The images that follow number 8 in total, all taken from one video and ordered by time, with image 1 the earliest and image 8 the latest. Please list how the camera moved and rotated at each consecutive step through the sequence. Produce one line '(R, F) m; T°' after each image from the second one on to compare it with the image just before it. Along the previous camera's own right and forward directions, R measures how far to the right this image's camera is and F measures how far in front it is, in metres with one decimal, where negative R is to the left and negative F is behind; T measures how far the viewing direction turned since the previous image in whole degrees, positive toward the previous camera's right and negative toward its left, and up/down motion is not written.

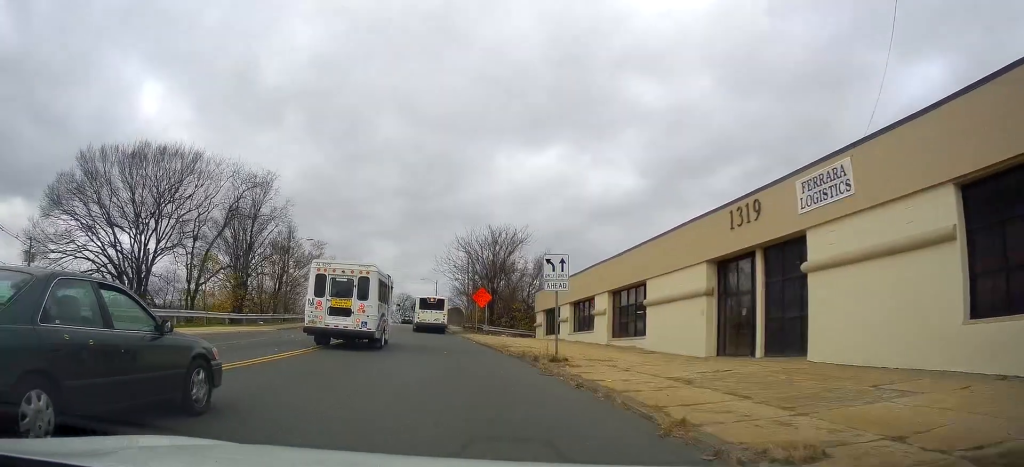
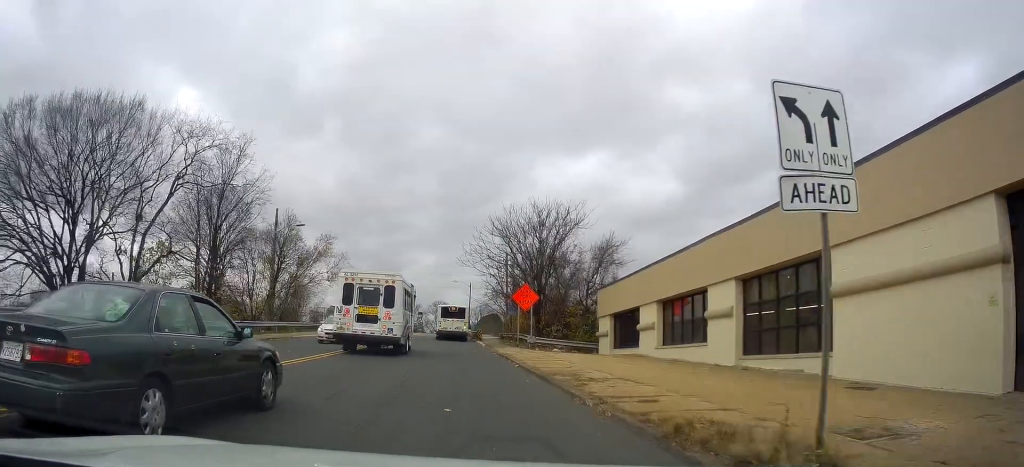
(-0.4, +12.5) m; -5°
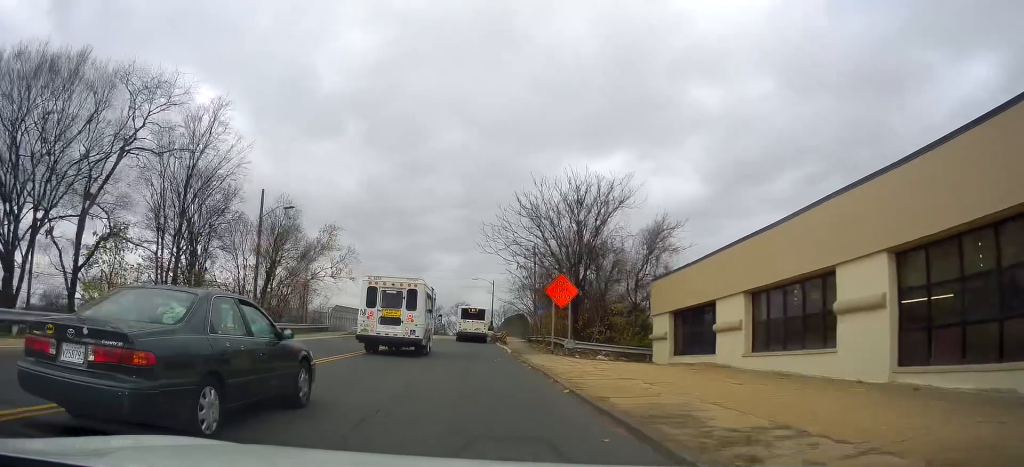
(-0.3, +7.7) m; -3°
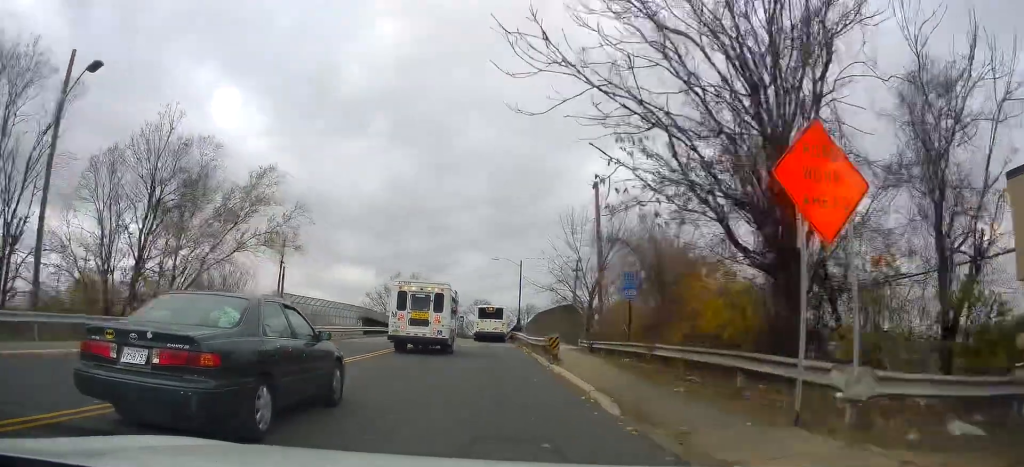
(-0.9, +21.6) m; -3°
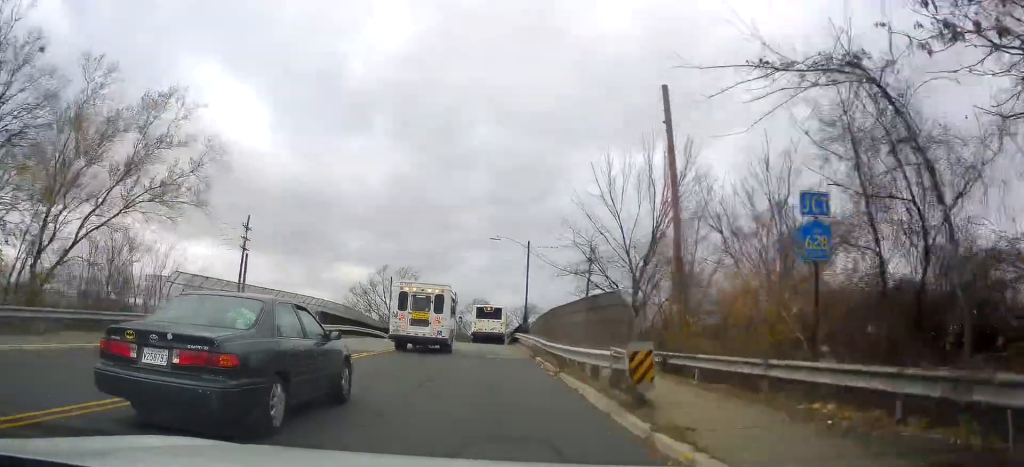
(0.0, +12.3) m; +1°
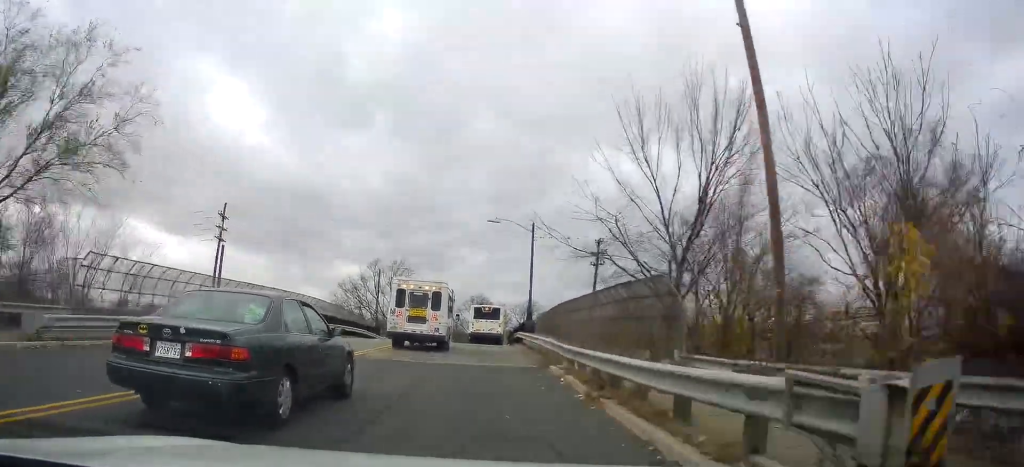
(+0.1, +6.3) m; +1°
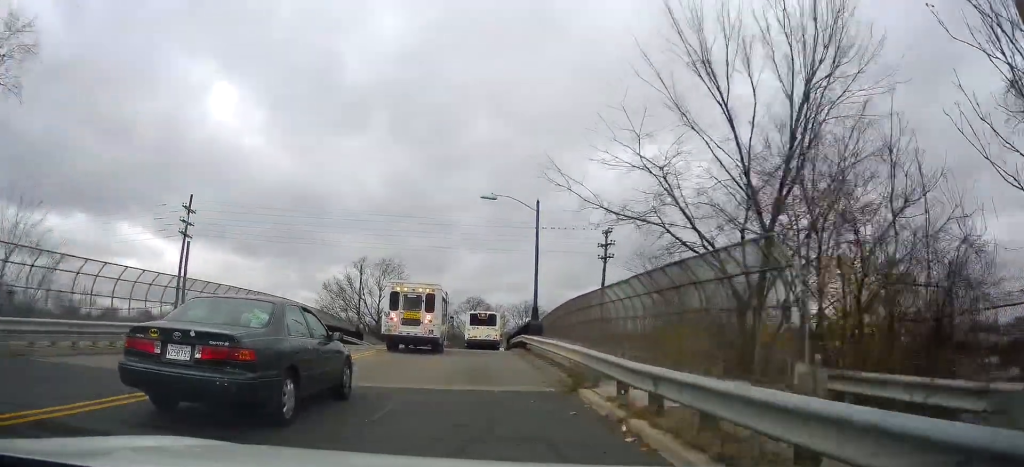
(+0.2, +7.0) m; 0°
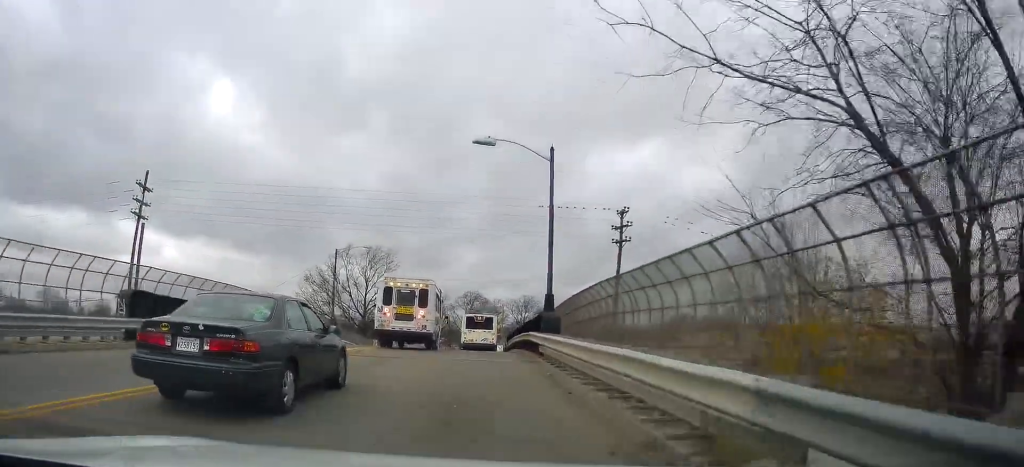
(-0.2, +7.7) m; +1°
